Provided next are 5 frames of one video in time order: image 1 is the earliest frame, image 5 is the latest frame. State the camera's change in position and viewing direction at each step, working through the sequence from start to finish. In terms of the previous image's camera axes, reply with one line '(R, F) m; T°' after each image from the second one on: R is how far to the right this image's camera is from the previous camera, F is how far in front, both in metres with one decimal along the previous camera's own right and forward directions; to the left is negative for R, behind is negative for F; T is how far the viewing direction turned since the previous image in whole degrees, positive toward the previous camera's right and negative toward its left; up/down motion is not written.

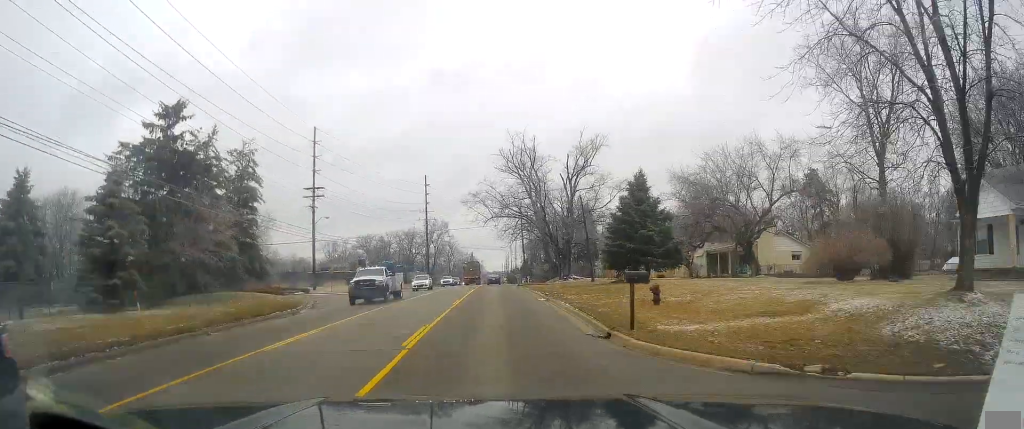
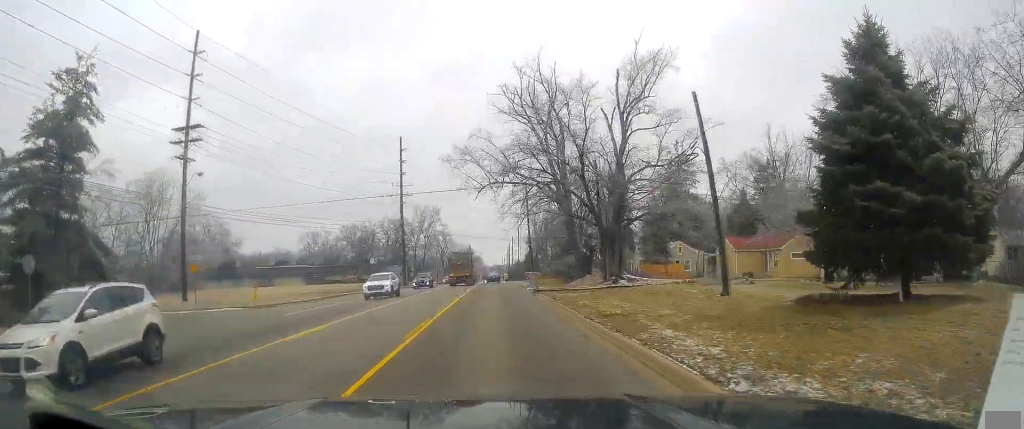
(0.0, +28.2) m; 0°
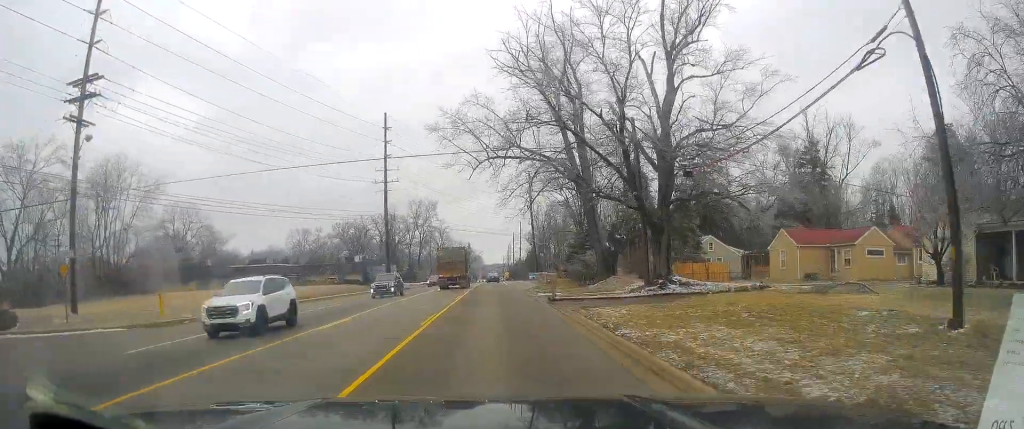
(+0.2, +11.7) m; +1°
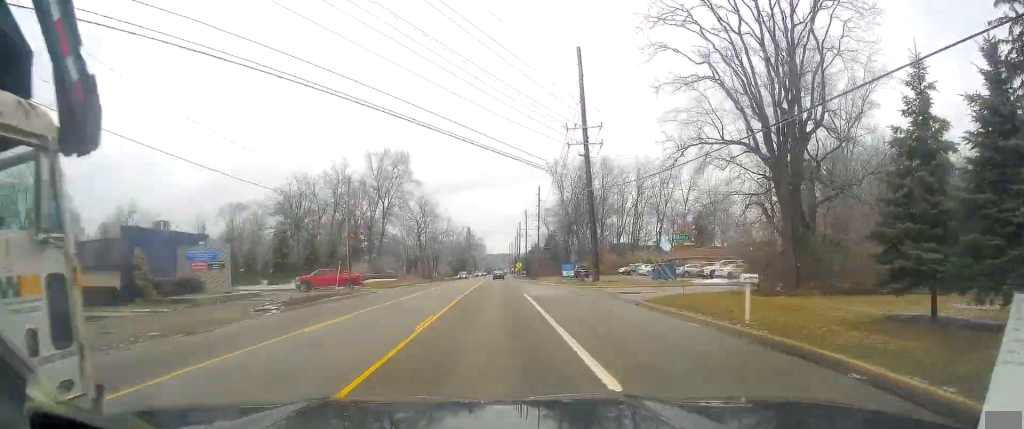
(-0.4, +61.7) m; 0°
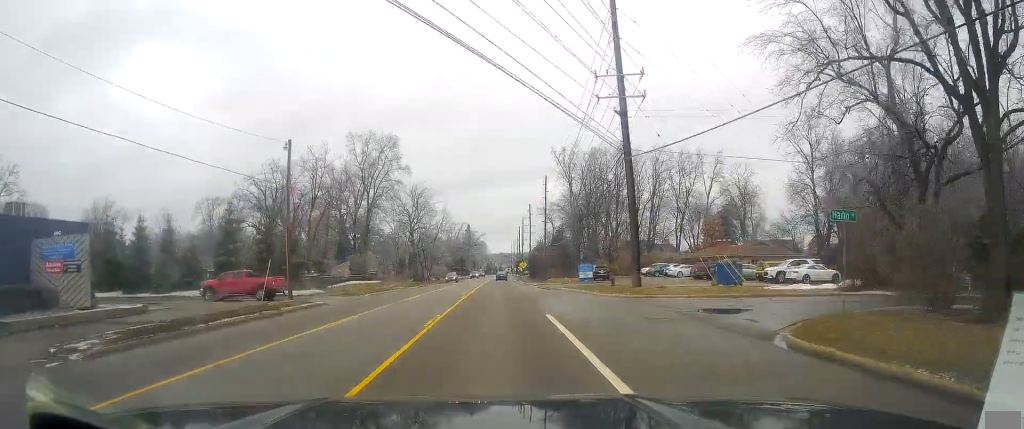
(-0.1, +13.9) m; 0°
